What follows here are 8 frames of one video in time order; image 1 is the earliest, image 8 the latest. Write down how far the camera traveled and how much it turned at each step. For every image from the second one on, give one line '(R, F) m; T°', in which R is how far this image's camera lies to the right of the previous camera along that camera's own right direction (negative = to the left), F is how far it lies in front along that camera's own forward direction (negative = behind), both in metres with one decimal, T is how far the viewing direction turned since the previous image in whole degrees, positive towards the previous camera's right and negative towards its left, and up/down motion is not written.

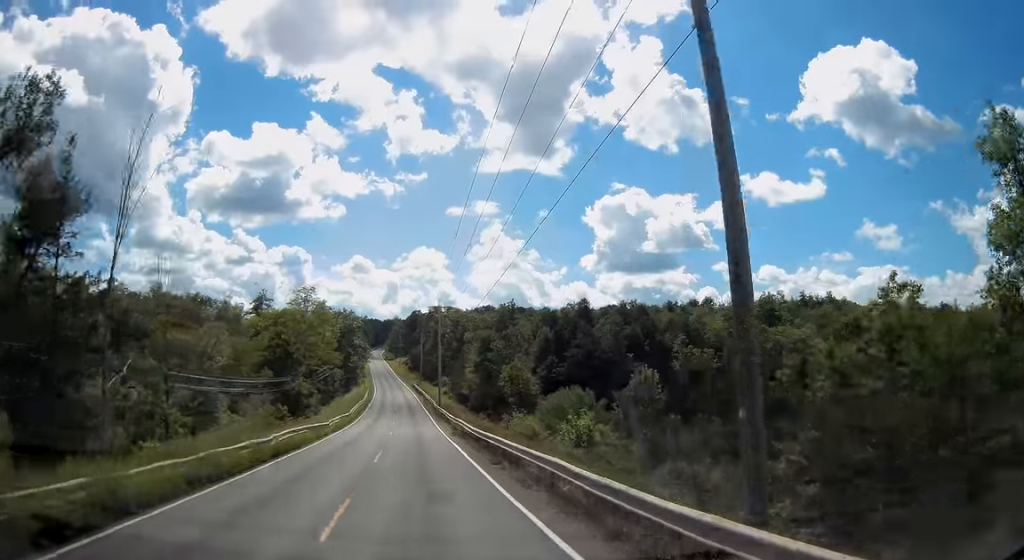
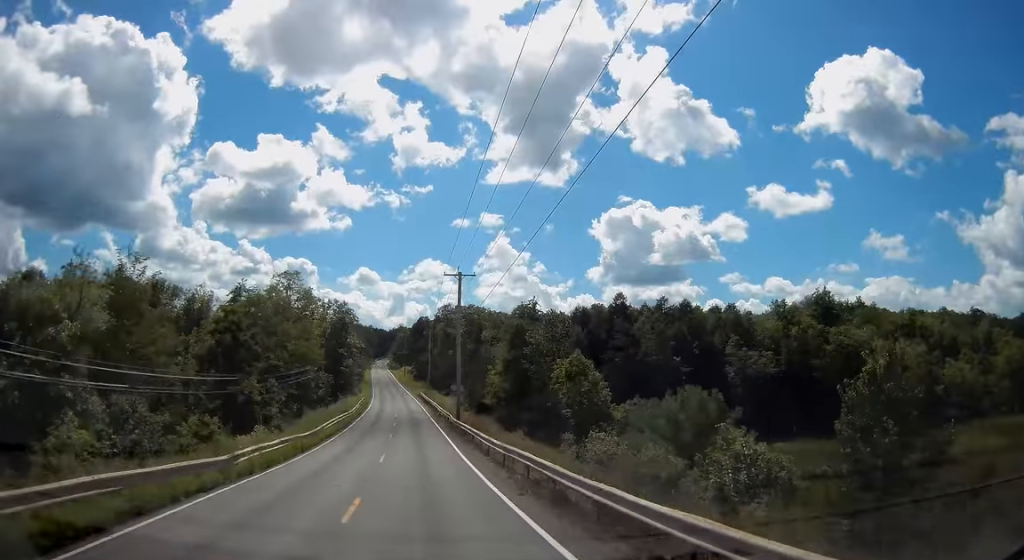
(-0.2, +22.2) m; -1°
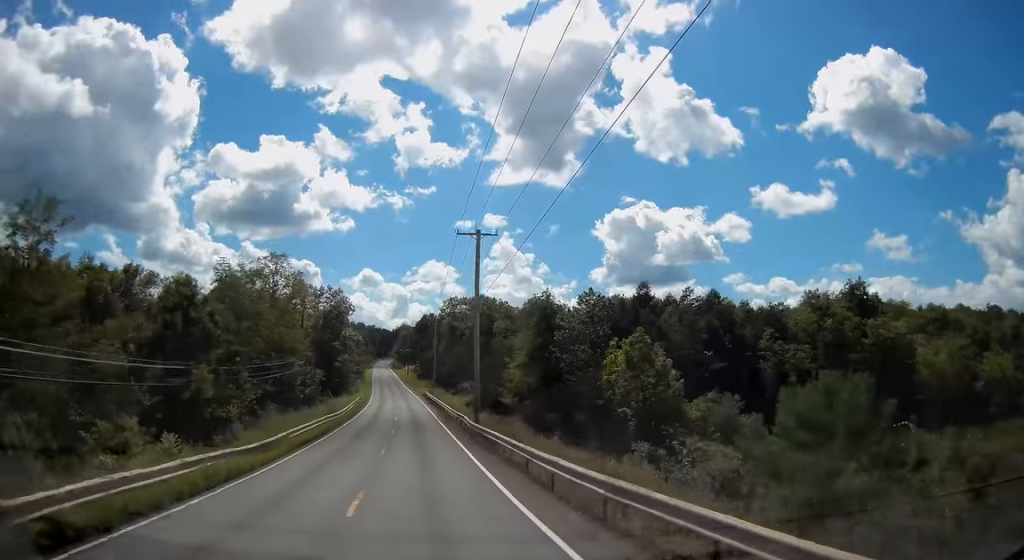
(0.0, +11.6) m; 0°
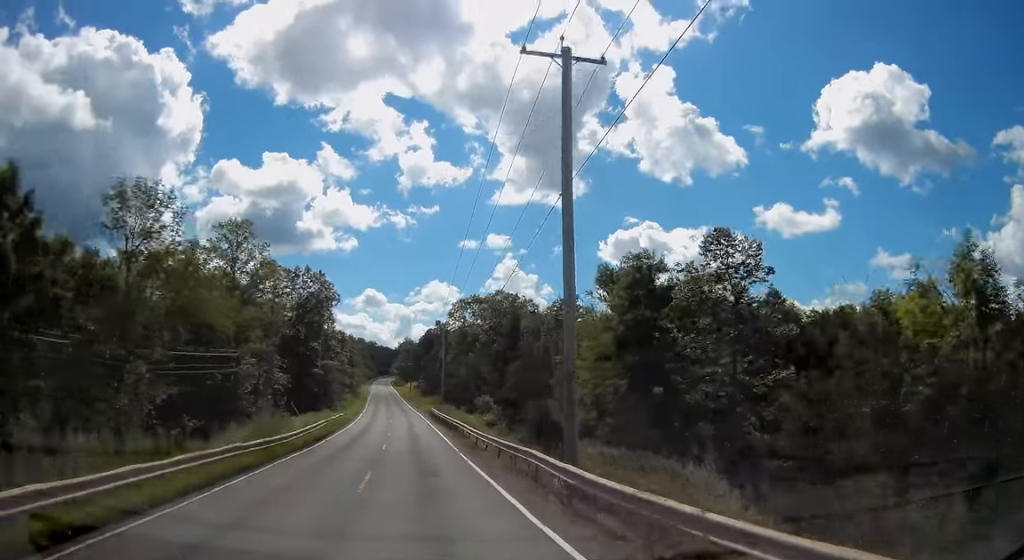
(-0.1, +21.3) m; 0°
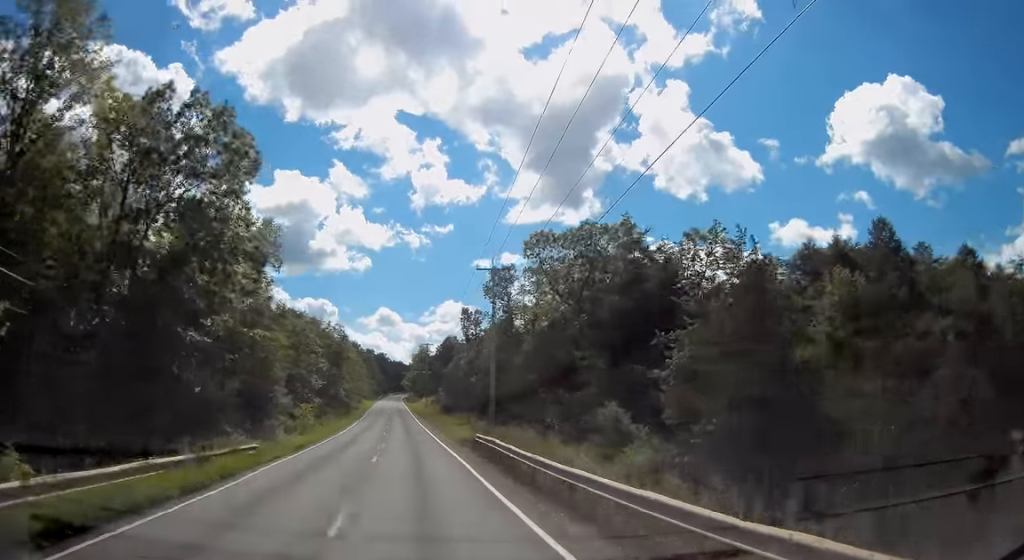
(-0.3, +41.2) m; -1°
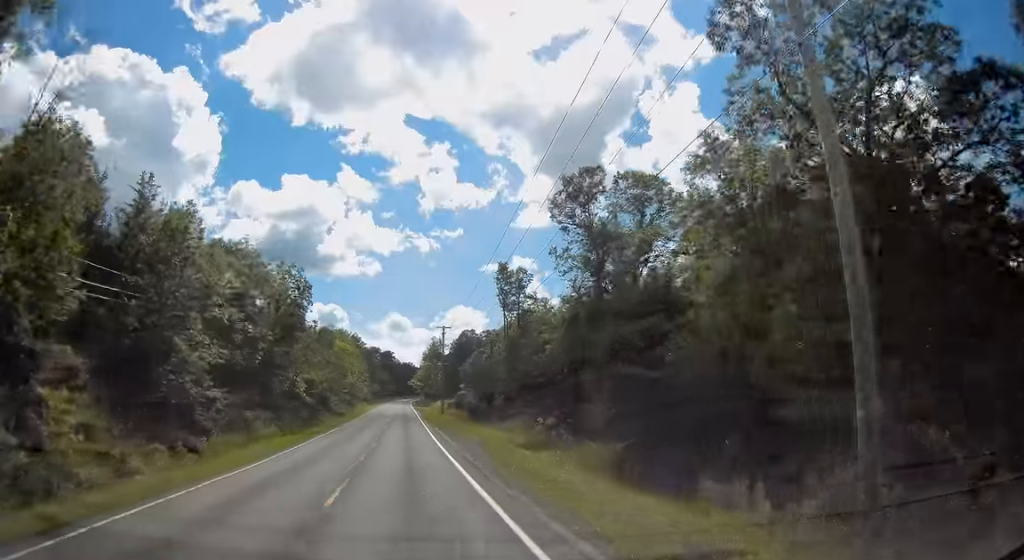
(-0.3, +34.4) m; -1°
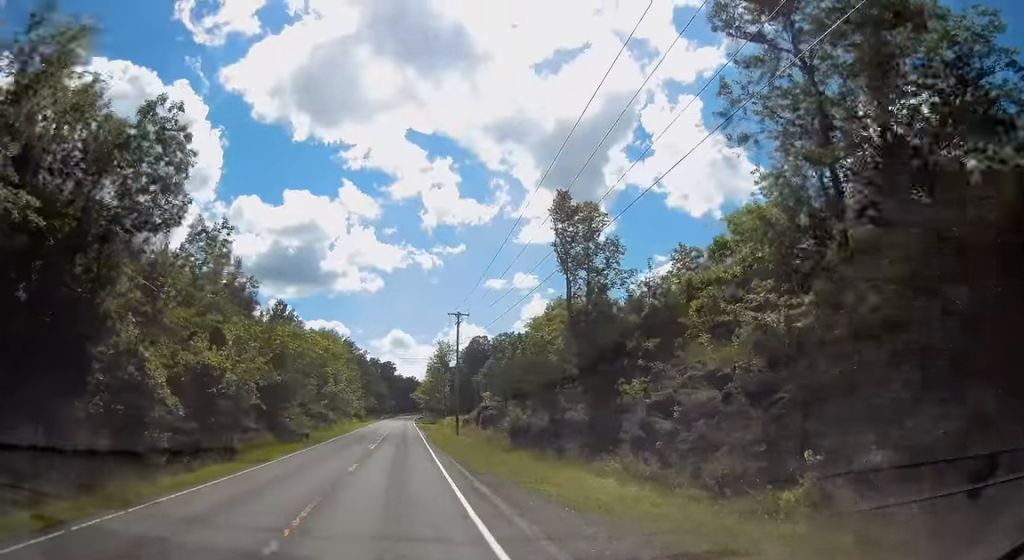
(-0.3, +27.3) m; -1°
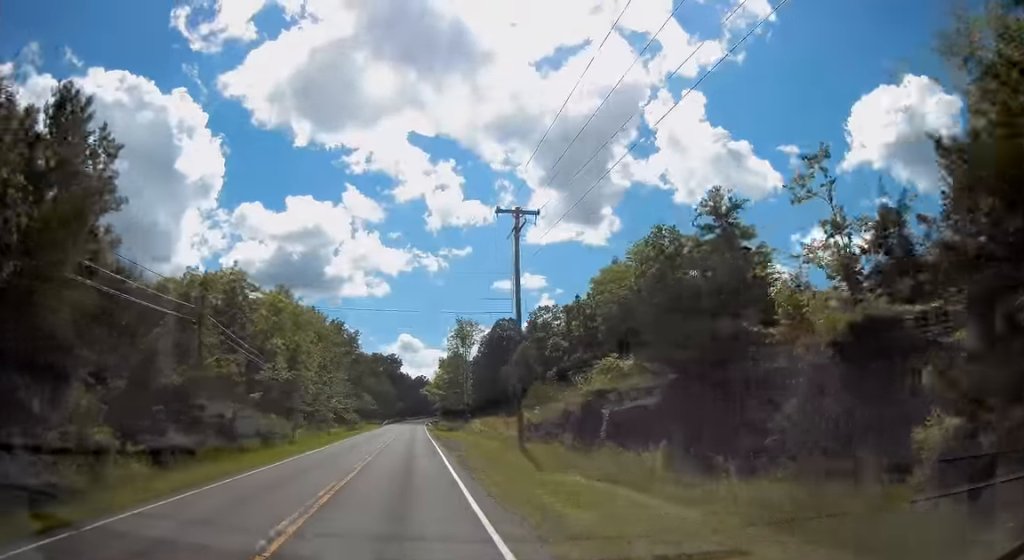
(0.0, +36.5) m; +1°
